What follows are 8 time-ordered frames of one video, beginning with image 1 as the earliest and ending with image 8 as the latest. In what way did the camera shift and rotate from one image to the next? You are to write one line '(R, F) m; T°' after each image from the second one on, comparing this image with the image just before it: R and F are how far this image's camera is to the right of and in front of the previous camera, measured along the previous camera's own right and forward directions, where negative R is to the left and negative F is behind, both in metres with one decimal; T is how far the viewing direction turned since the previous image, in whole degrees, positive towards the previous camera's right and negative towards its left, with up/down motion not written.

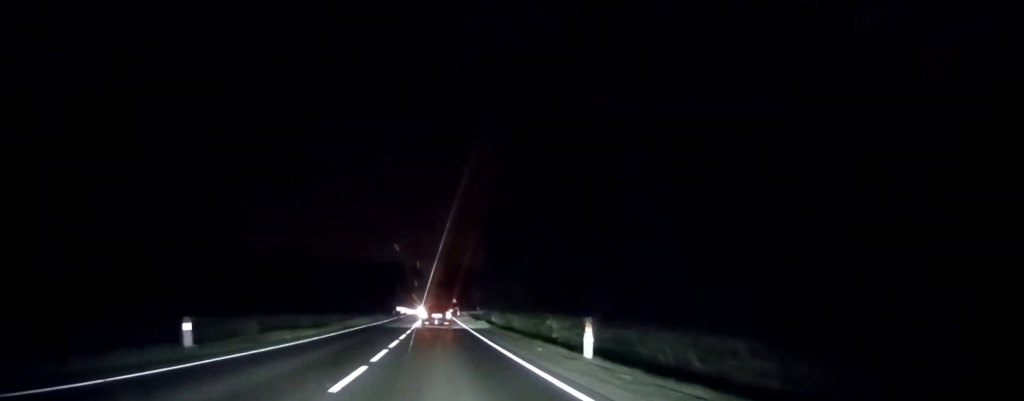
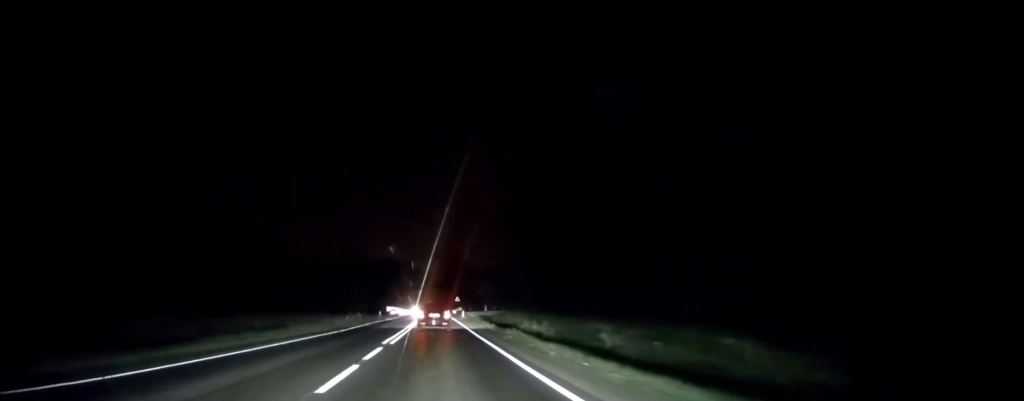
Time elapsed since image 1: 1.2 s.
(+0.2, +23.2) m; +1°
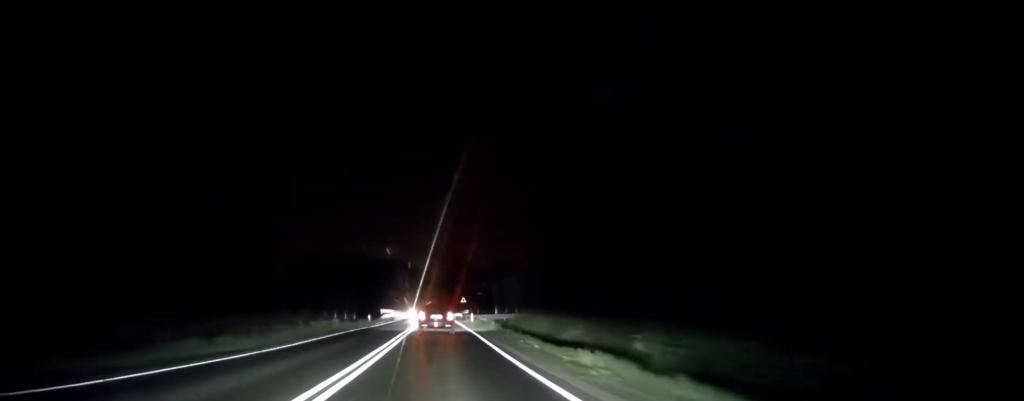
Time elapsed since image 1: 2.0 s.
(+0.2, +15.6) m; 0°
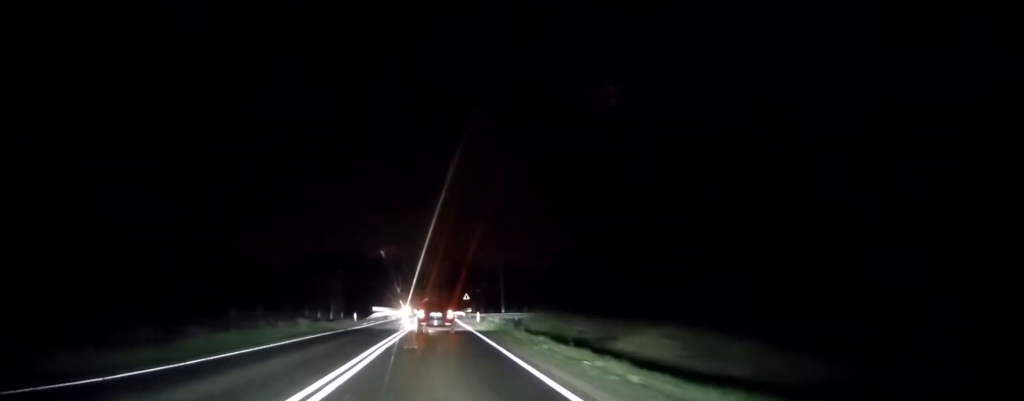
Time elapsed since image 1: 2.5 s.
(0.0, +10.9) m; 0°
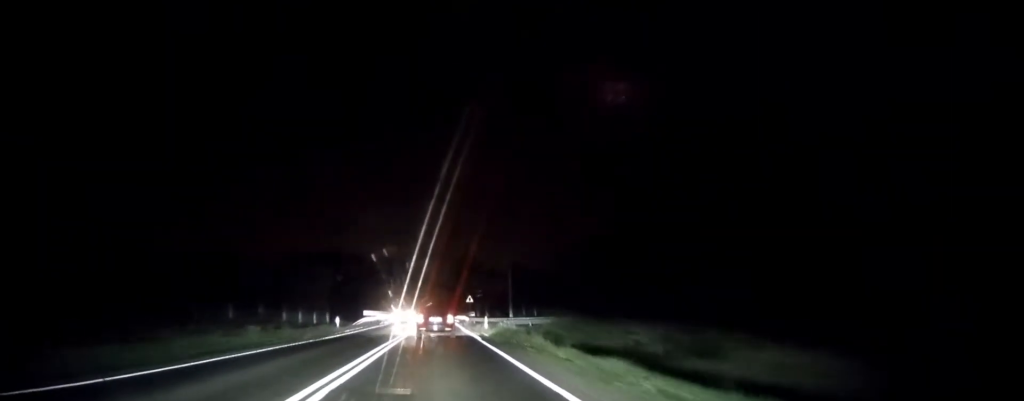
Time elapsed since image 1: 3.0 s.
(0.0, +9.5) m; 0°
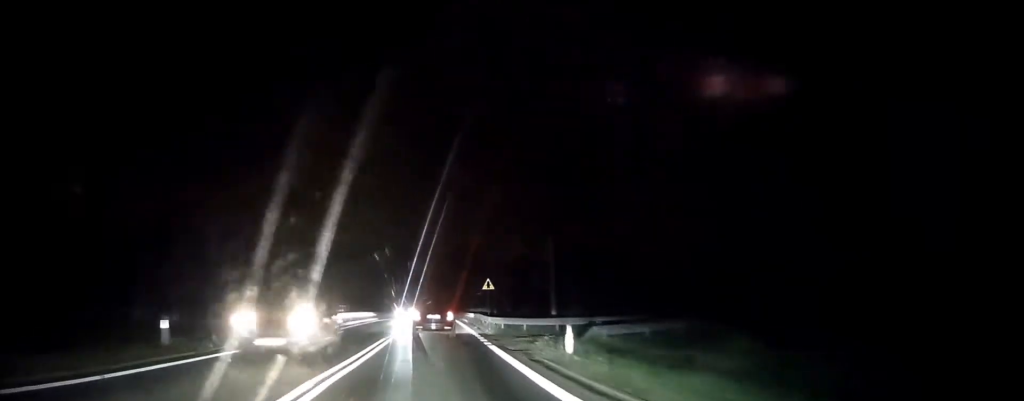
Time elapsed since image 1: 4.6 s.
(-0.2, +29.3) m; -1°
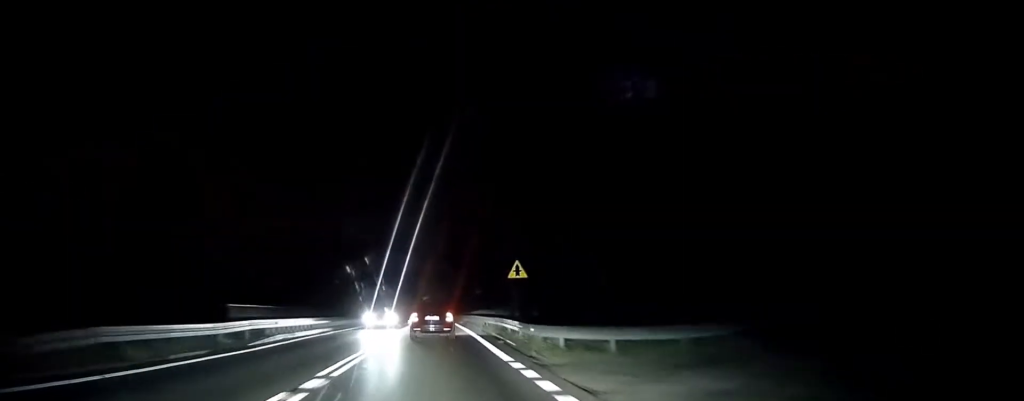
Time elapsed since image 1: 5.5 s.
(-0.1, +16.6) m; 0°
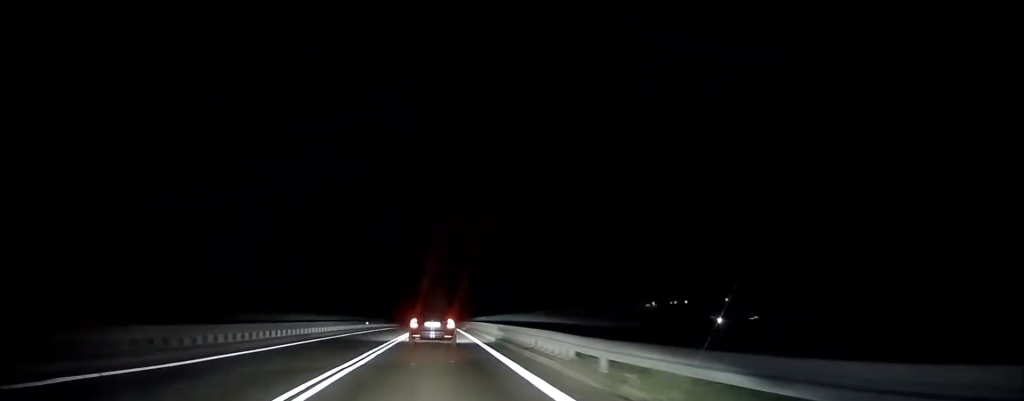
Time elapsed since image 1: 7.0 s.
(0.0, +26.9) m; 0°
